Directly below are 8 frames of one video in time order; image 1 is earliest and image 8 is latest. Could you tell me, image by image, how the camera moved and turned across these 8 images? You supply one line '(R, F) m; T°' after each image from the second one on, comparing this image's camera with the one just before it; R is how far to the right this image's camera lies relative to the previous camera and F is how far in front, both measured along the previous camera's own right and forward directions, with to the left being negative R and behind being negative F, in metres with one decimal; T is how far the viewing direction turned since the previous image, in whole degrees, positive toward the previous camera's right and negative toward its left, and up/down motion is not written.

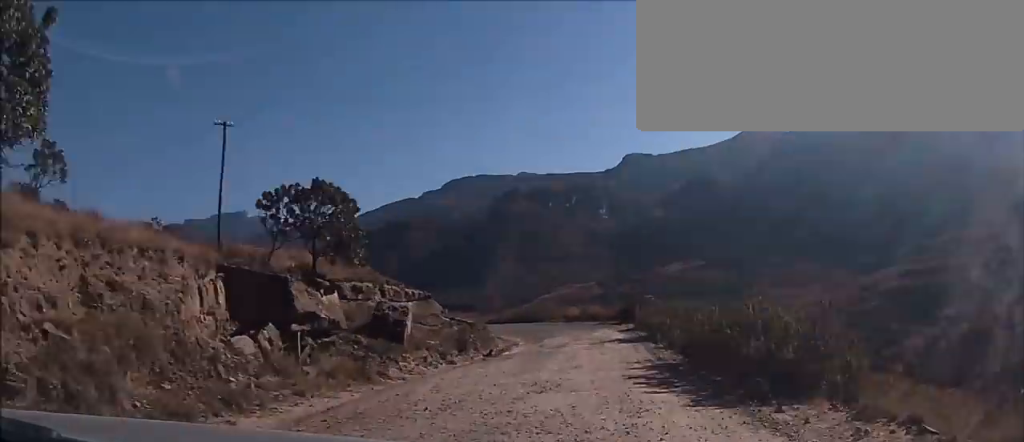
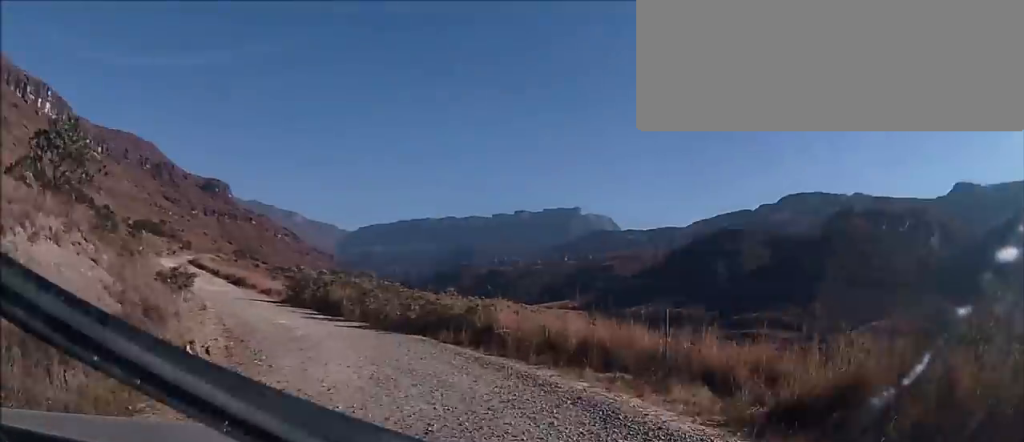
(-15.2, +67.9) m; -40°
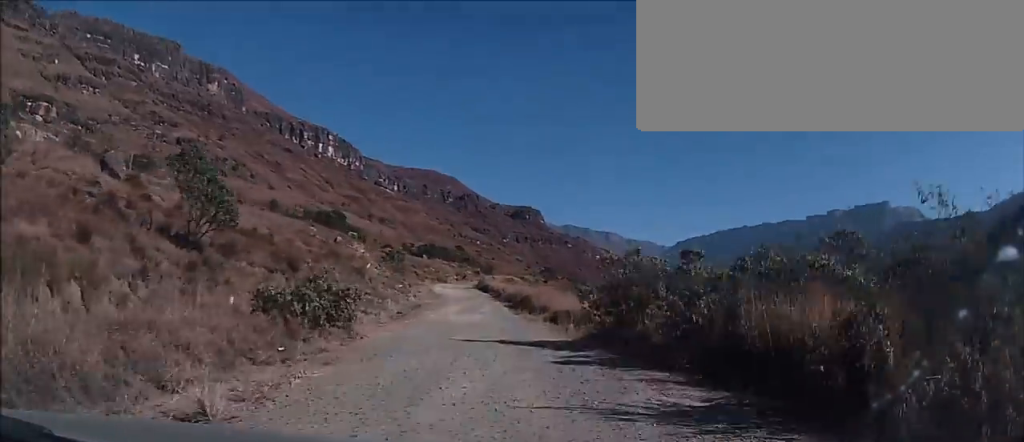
(-5.9, +25.3) m; -10°
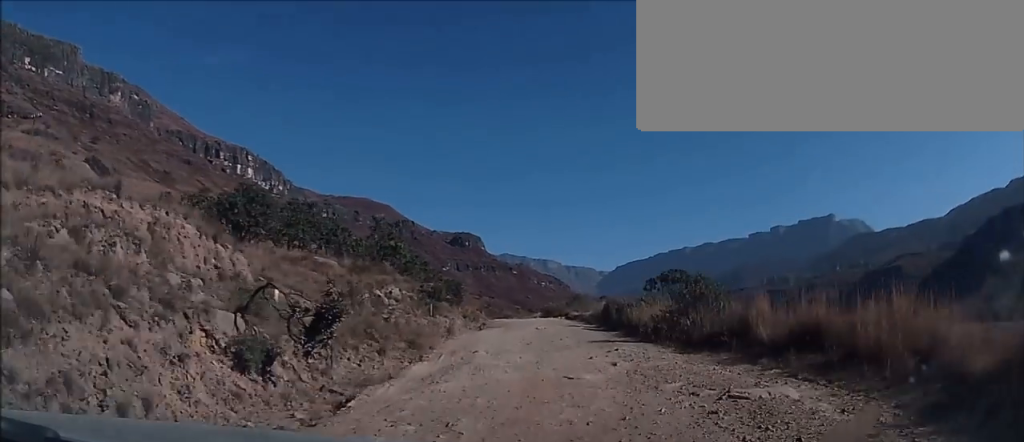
(-10.8, +121.5) m; 0°
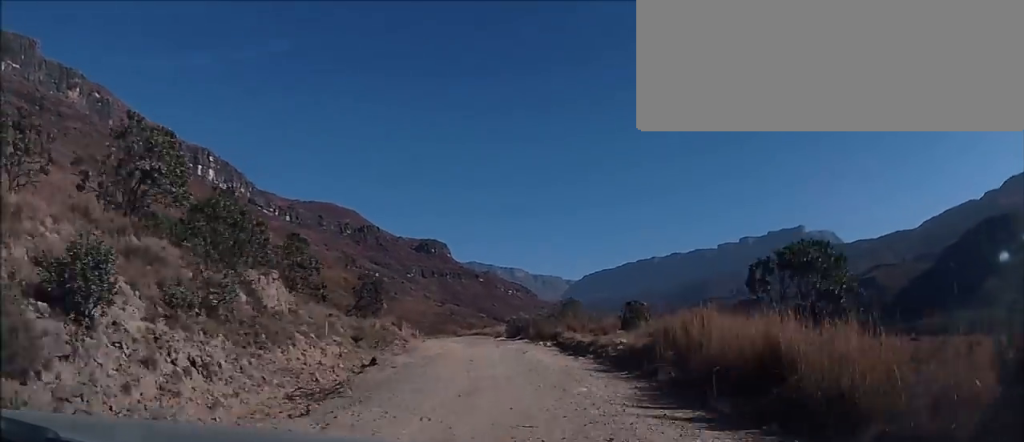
(+1.5, +32.9) m; +1°
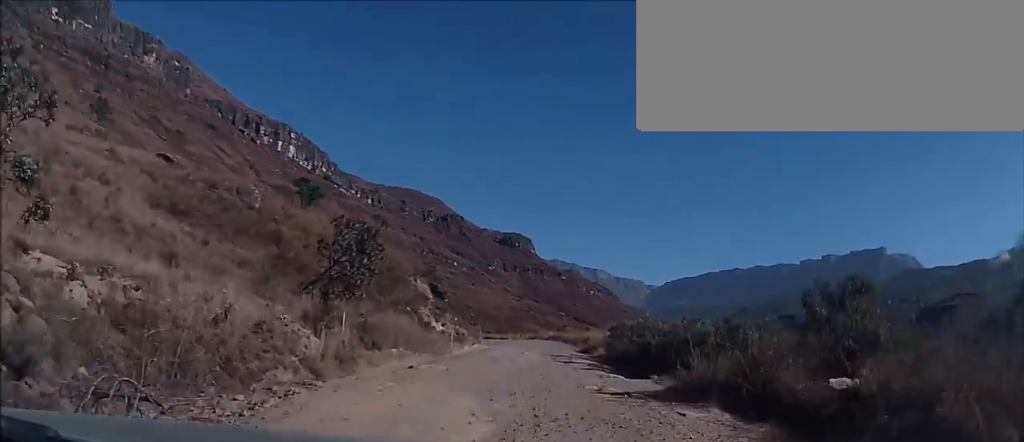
(+0.2, +27.6) m; -1°
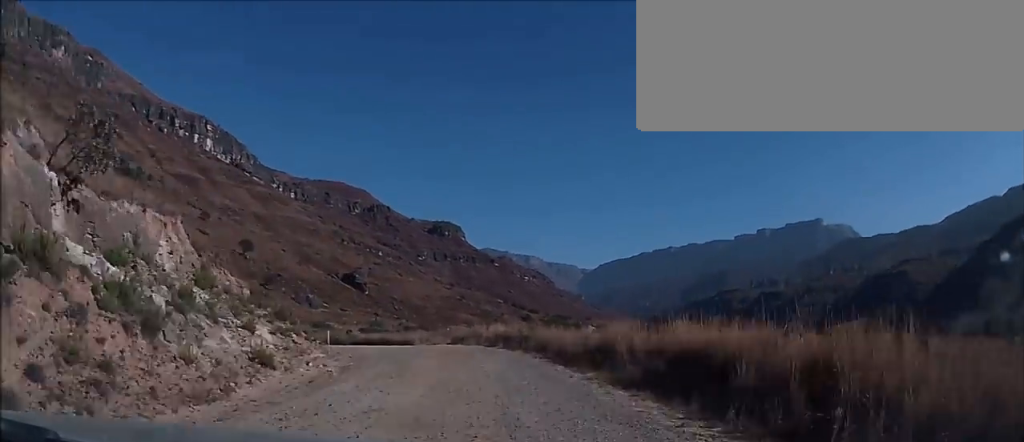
(-1.6, +47.6) m; -9°
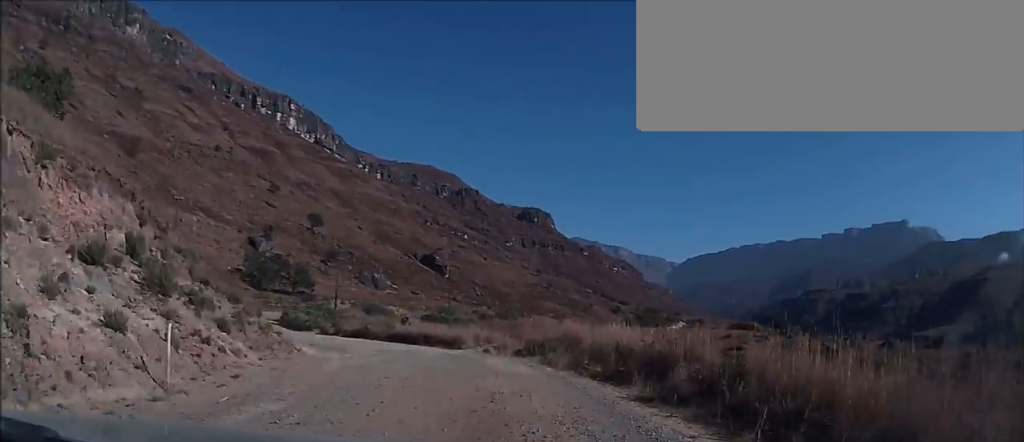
(+0.3, +20.3) m; -7°
